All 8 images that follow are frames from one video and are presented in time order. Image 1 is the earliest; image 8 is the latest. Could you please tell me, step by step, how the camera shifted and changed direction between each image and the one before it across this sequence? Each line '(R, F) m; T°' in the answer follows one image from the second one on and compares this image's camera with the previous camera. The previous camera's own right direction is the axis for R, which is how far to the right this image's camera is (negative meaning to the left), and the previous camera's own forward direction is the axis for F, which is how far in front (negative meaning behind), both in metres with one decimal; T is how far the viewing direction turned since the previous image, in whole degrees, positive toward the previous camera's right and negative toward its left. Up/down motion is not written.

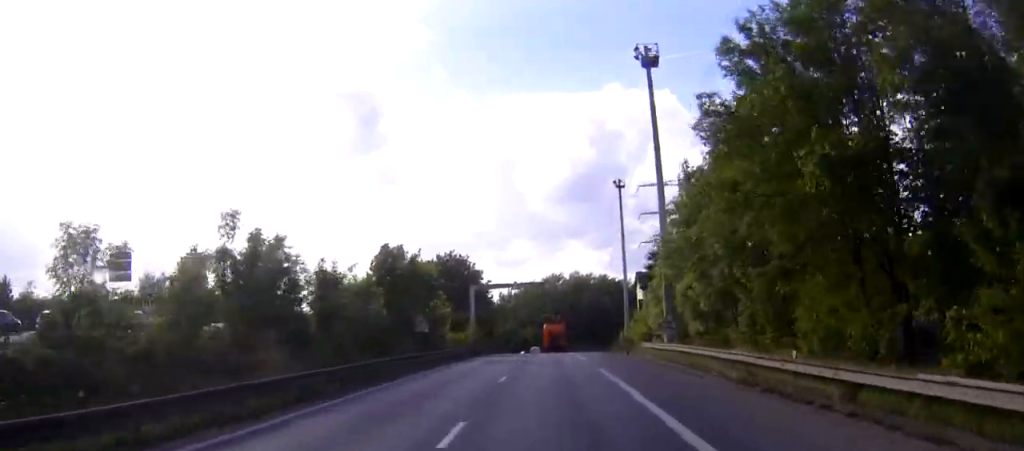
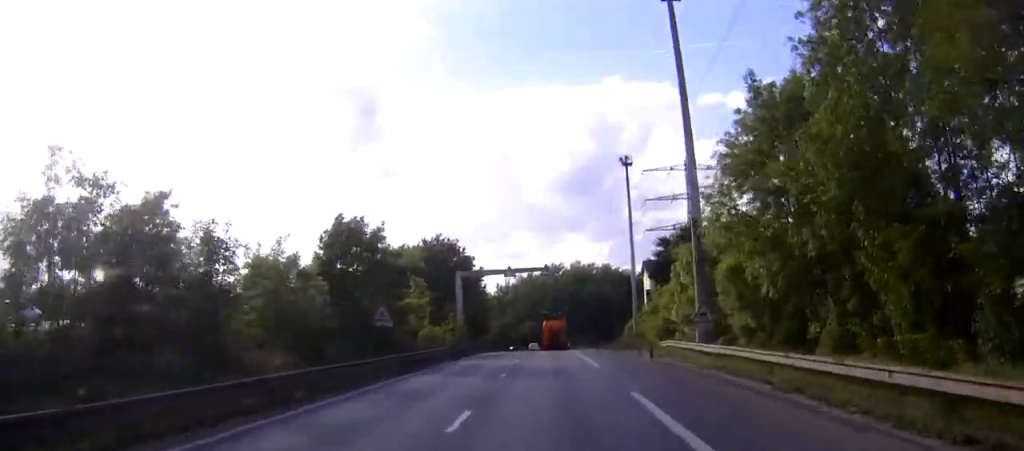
(+0.1, +11.9) m; 0°
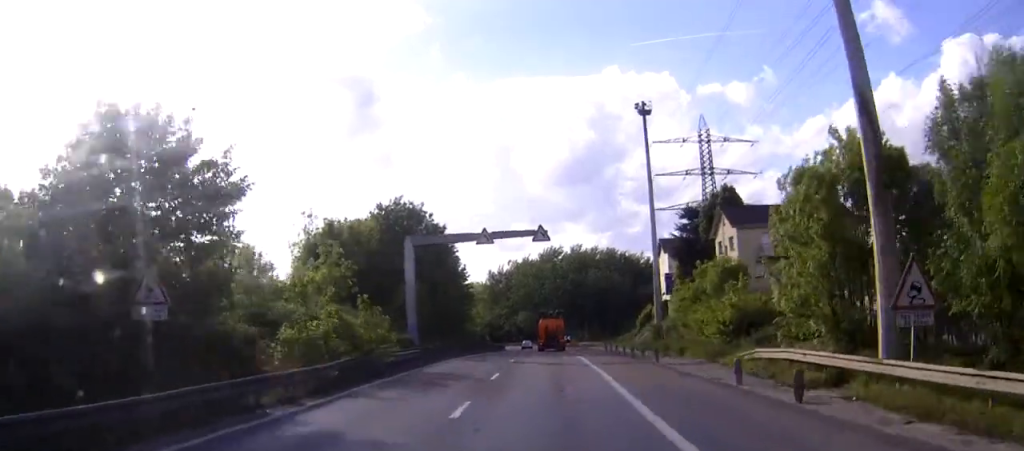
(-0.5, +24.0) m; -2°
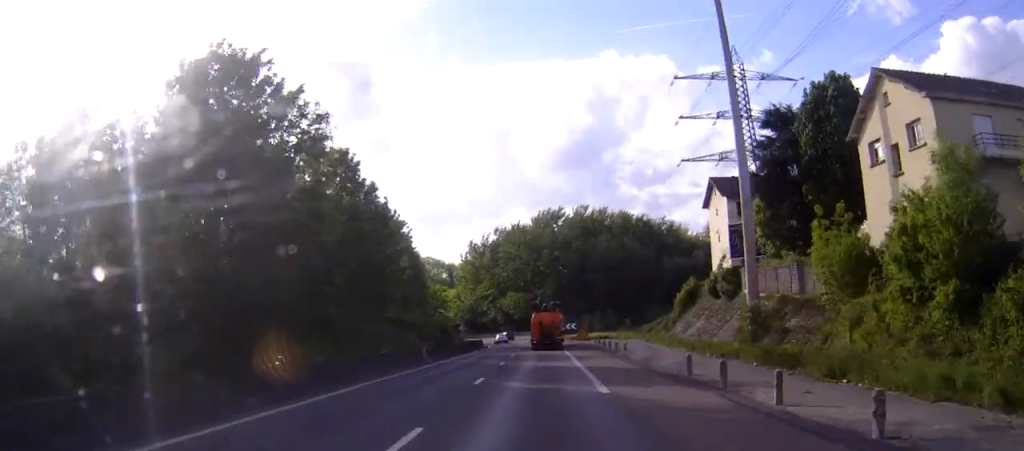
(+0.3, +40.9) m; +3°
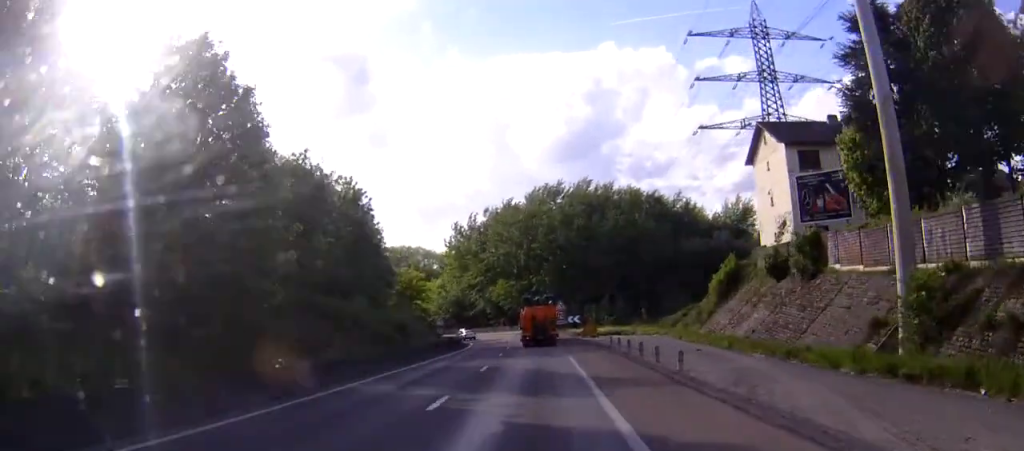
(+0.3, +20.9) m; 0°
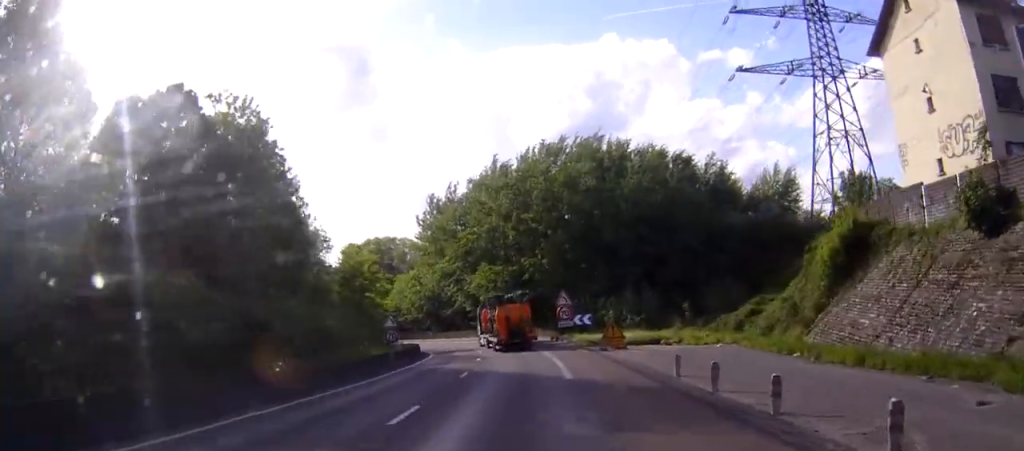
(0.0, +27.8) m; +1°
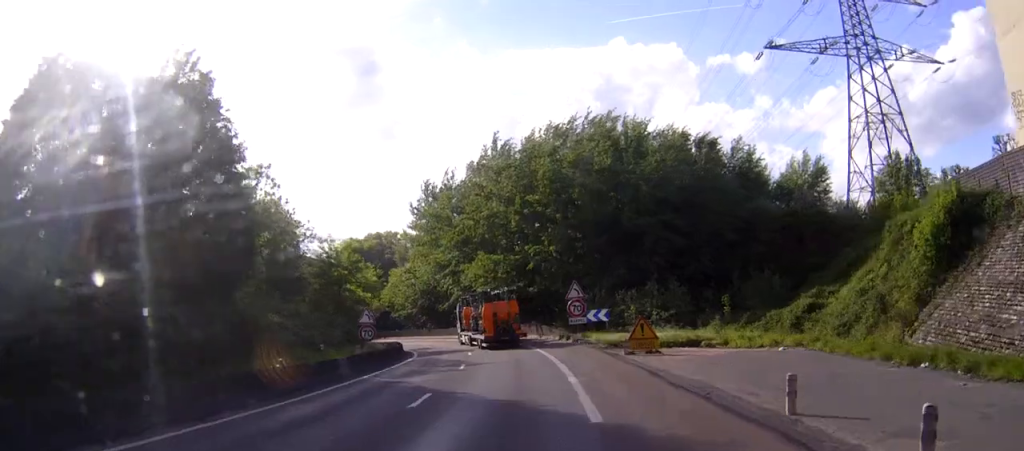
(+0.2, +11.3) m; 0°
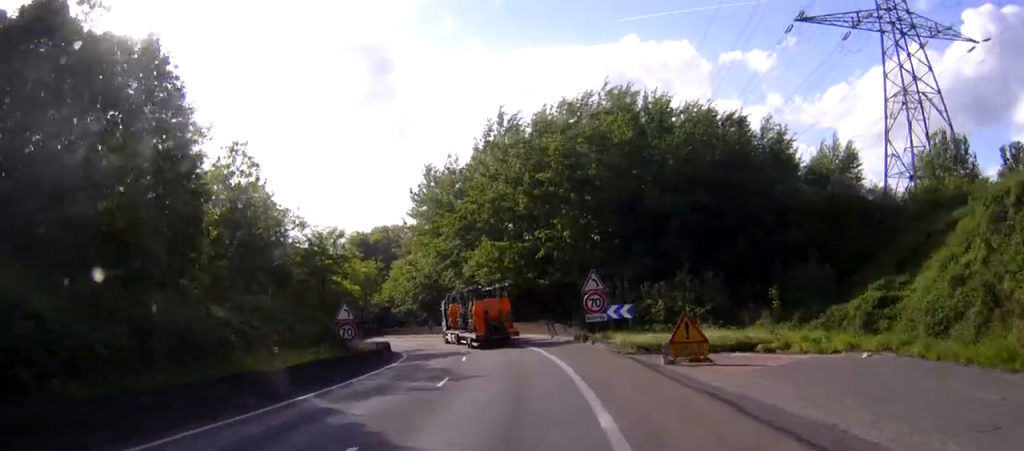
(-0.1, +8.5) m; -1°
